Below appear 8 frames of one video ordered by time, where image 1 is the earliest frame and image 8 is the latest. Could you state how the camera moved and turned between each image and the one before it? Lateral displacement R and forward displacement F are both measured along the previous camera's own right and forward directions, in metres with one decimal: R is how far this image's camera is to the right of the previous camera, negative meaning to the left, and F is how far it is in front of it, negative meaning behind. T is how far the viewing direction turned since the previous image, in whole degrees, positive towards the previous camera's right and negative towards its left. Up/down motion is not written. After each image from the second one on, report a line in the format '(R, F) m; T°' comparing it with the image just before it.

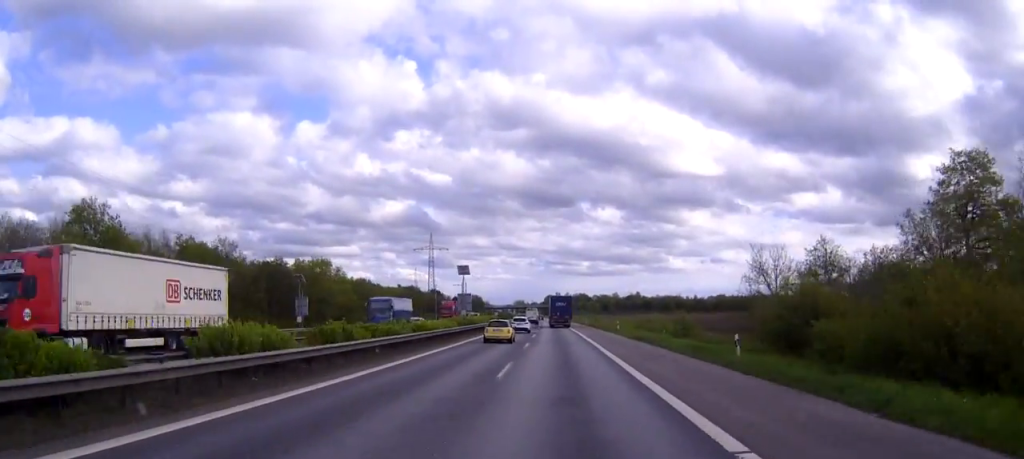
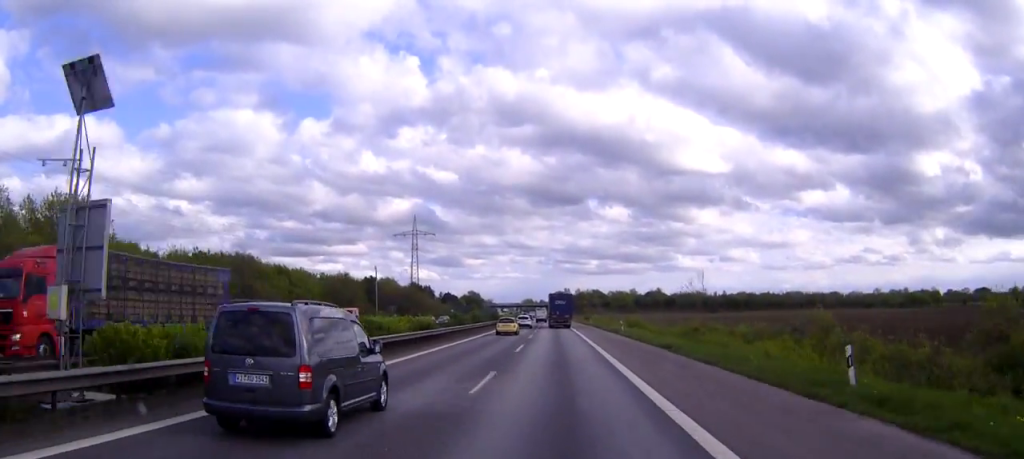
(-0.1, +57.9) m; -1°
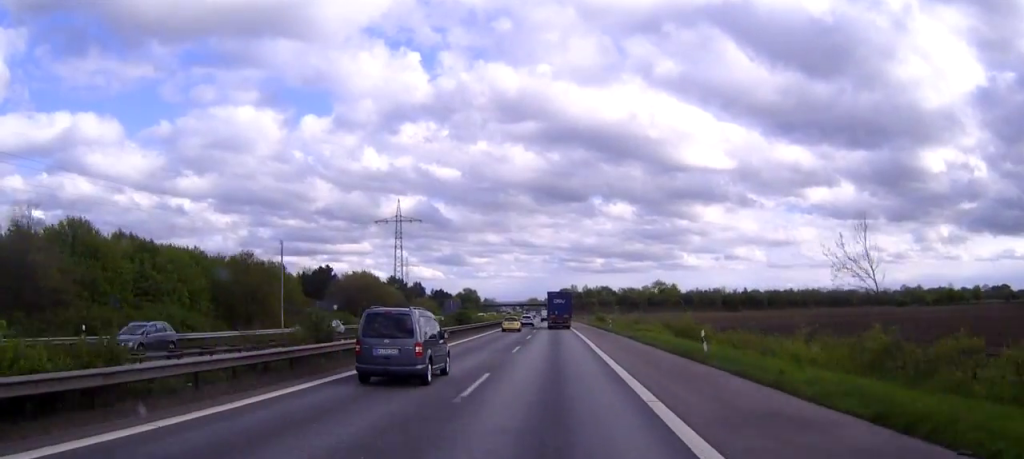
(-0.2, +36.6) m; -1°
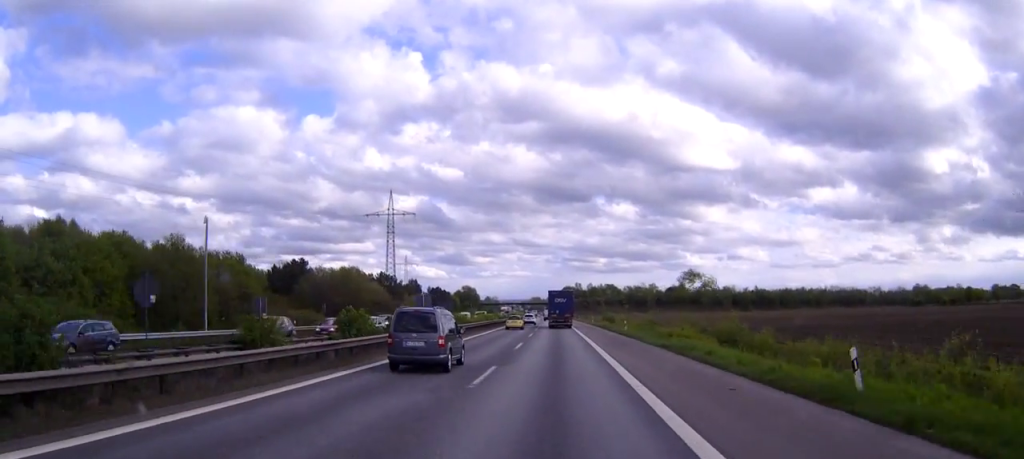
(0.0, +15.5) m; 0°
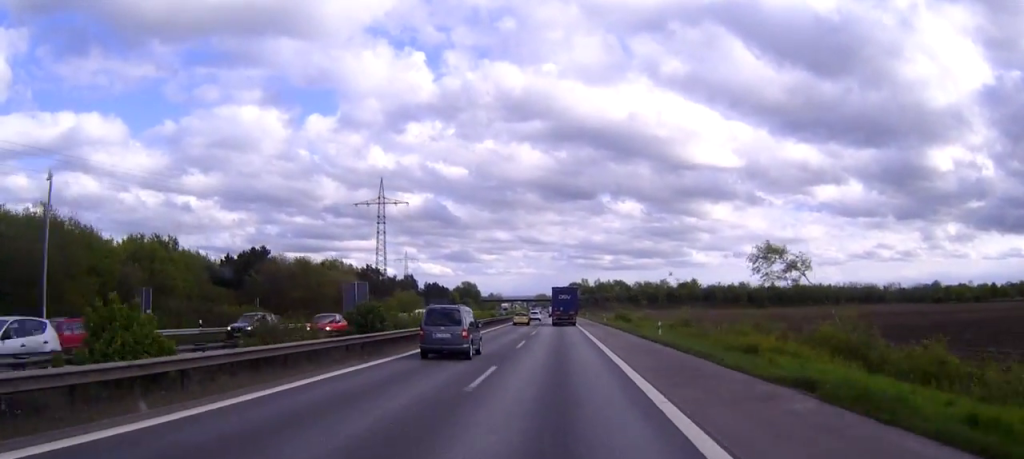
(0.0, +19.2) m; 0°
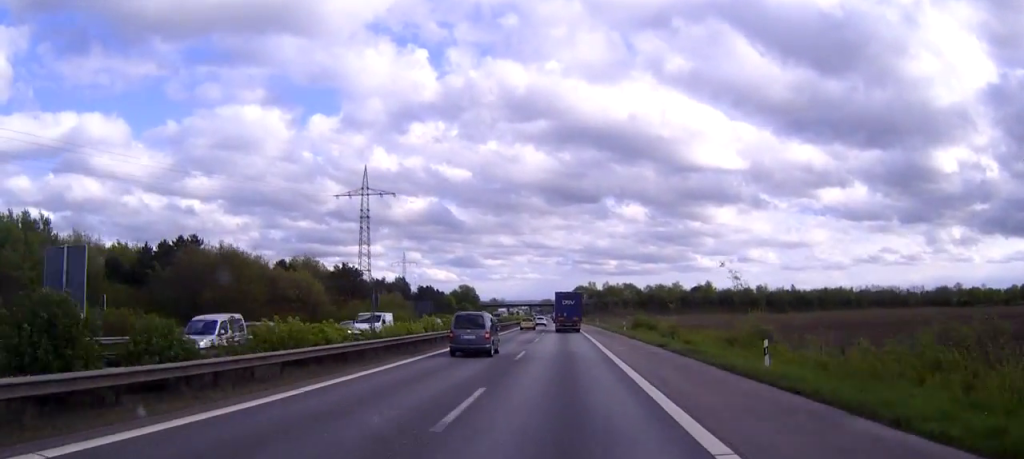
(-0.1, +22.8) m; 0°
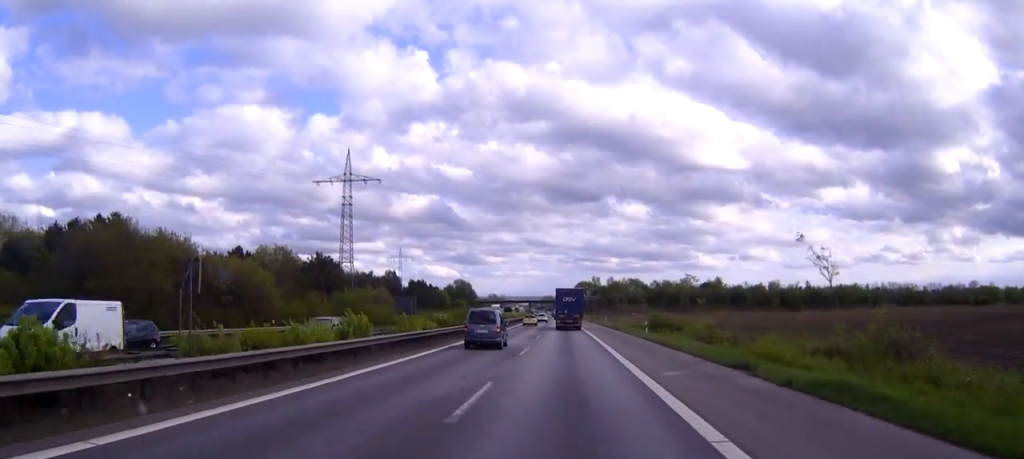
(-0.1, +17.3) m; 0°
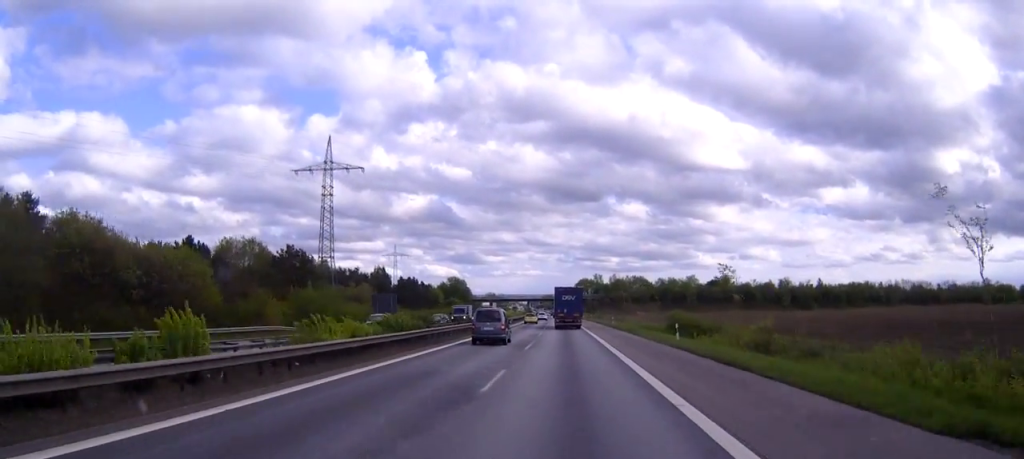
(0.0, +14.6) m; 0°
